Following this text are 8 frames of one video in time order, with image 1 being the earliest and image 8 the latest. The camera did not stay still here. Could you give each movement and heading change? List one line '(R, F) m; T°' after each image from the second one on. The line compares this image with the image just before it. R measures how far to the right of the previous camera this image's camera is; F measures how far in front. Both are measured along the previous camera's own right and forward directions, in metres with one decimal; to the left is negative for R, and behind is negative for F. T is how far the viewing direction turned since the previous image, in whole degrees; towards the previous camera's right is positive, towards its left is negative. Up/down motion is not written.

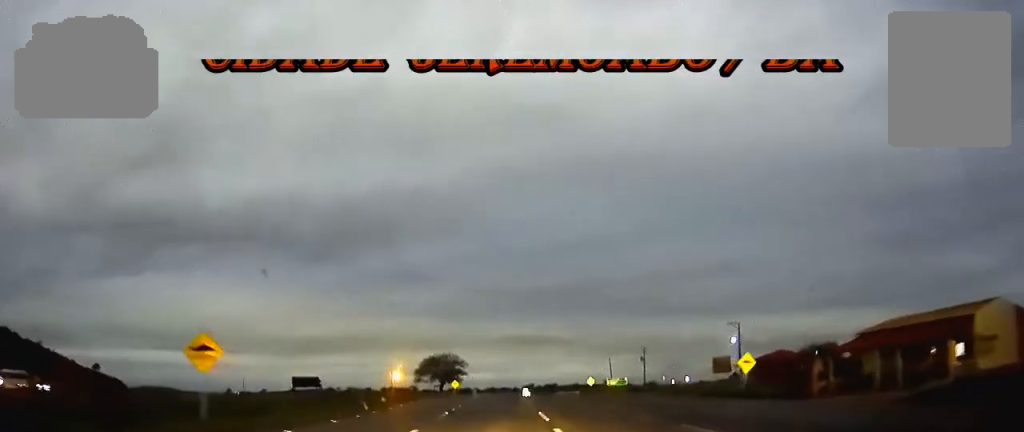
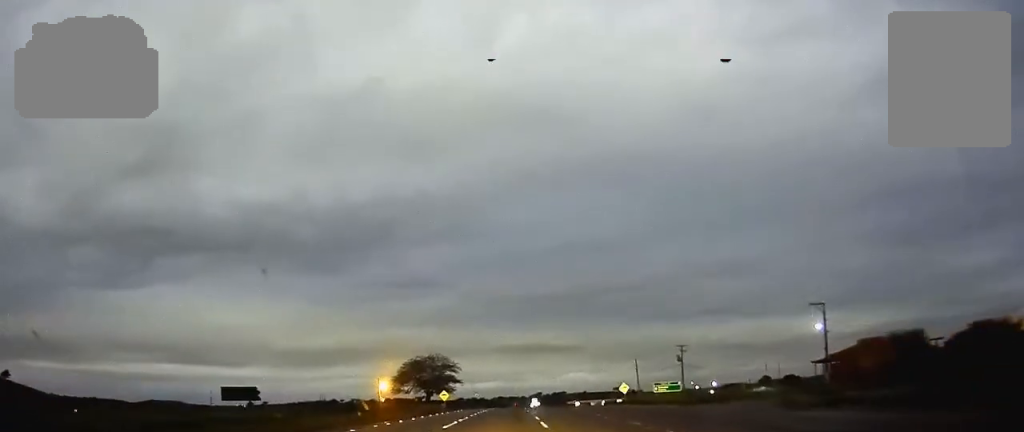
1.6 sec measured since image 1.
(-0.1, +29.9) m; 0°
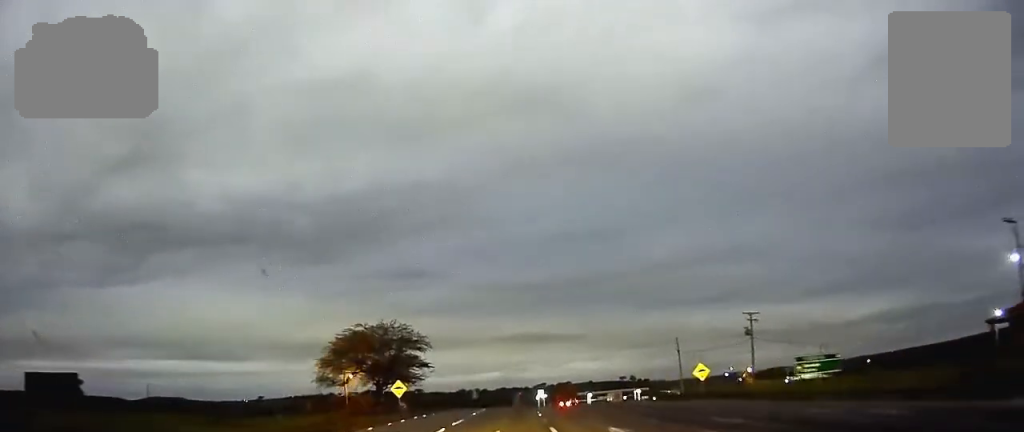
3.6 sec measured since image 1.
(-0.2, +37.2) m; 0°
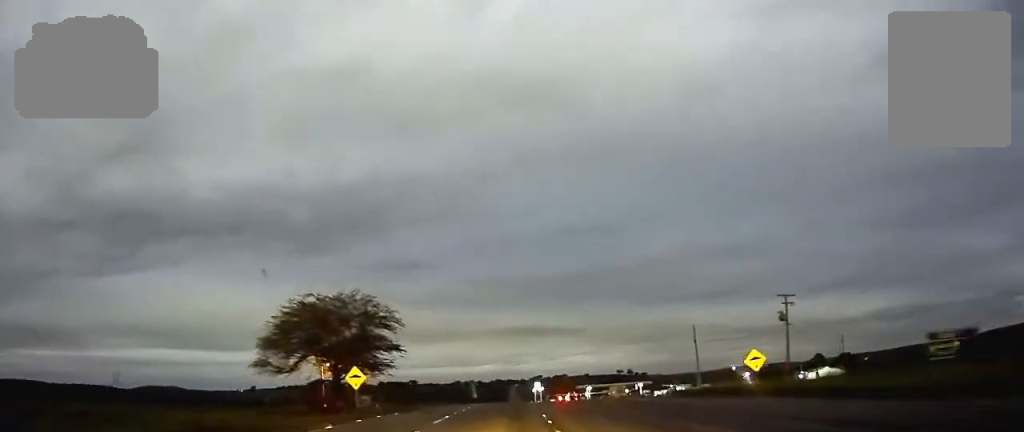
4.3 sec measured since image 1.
(+0.1, +13.5) m; +1°
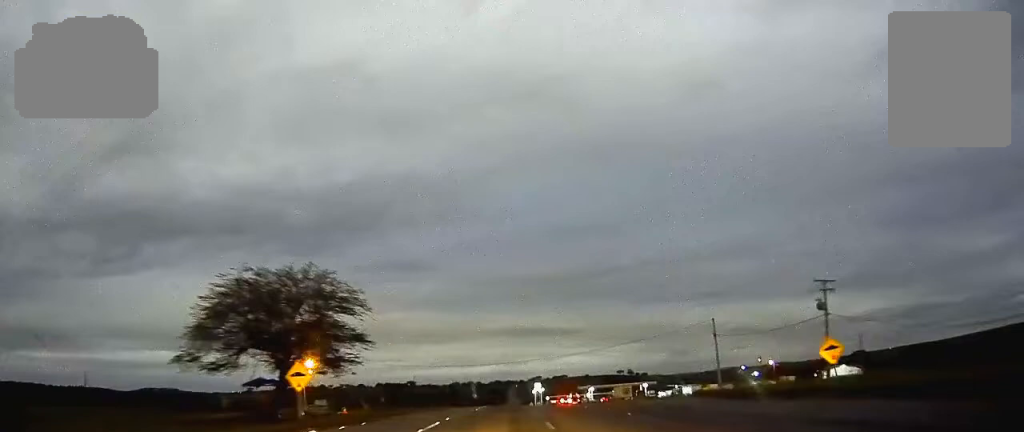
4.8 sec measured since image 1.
(0.0, +10.4) m; 0°
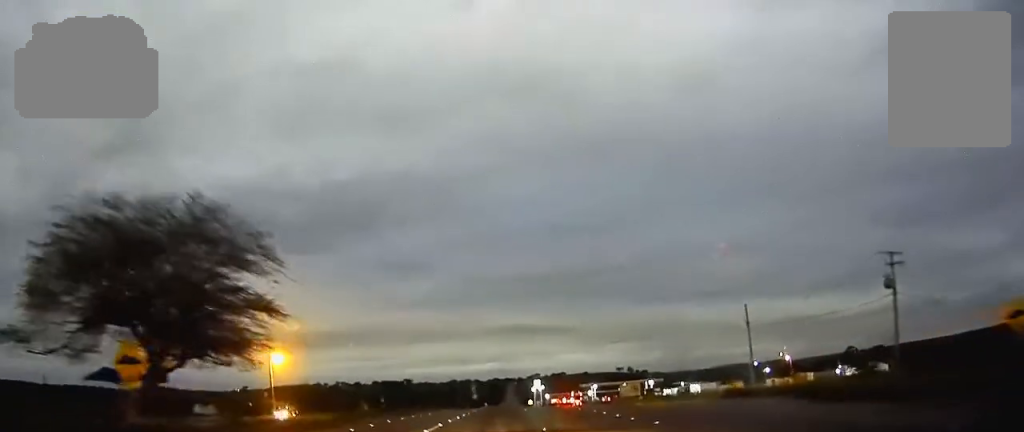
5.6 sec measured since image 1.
(+0.1, +13.8) m; 0°
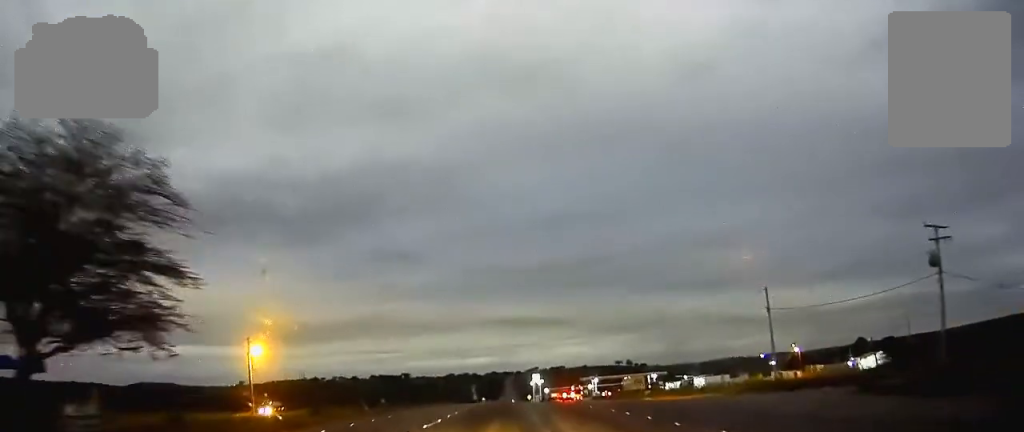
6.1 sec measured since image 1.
(0.0, +7.0) m; 0°
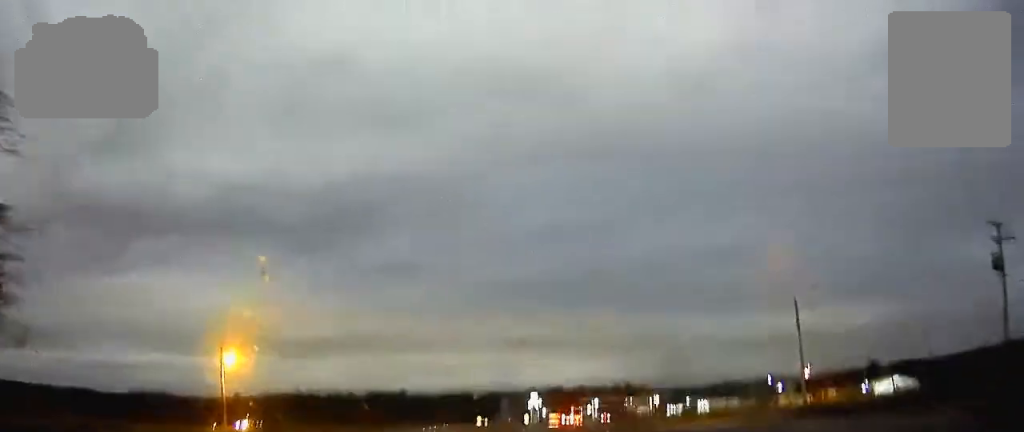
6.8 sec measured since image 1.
(0.0, +8.7) m; 0°
